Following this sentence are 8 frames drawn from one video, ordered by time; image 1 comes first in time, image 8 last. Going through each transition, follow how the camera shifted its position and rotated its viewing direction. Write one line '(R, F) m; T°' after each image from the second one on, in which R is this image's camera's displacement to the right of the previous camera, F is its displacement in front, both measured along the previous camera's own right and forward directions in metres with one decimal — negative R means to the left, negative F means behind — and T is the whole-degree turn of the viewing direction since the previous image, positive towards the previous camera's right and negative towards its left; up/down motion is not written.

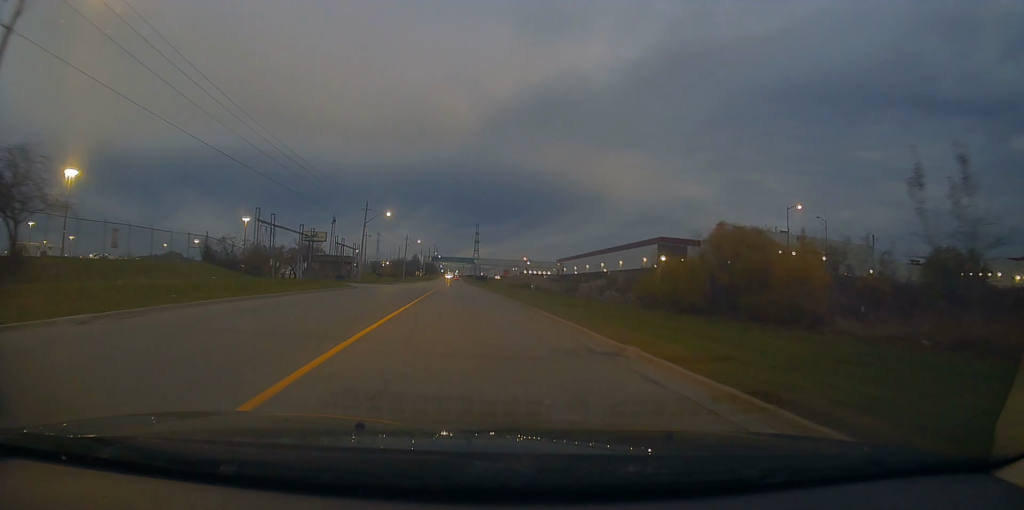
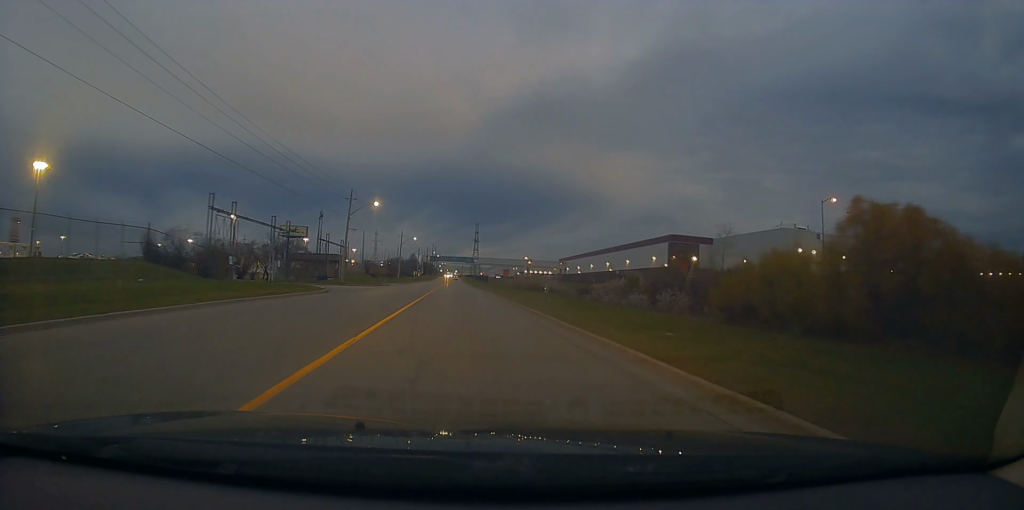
(0.0, +10.7) m; -1°
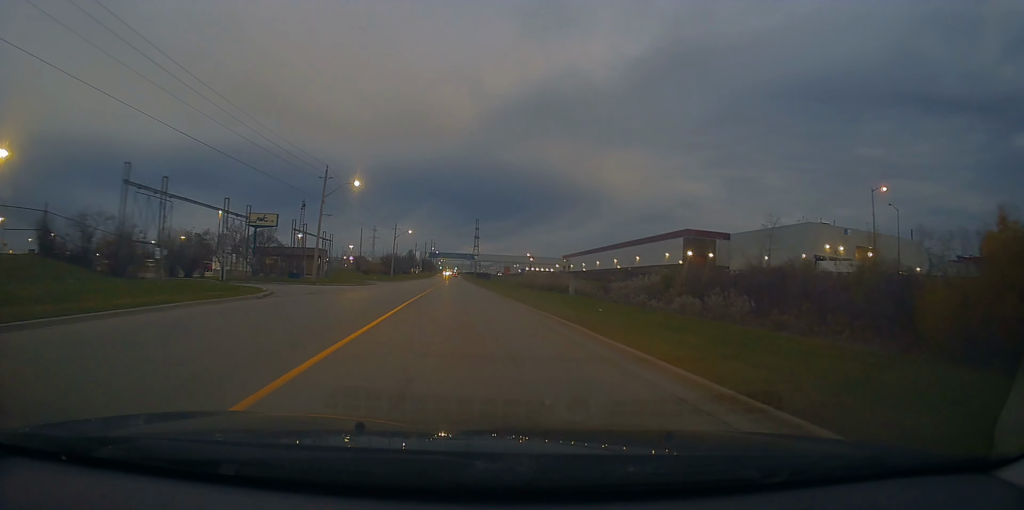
(-0.2, +12.4) m; 0°
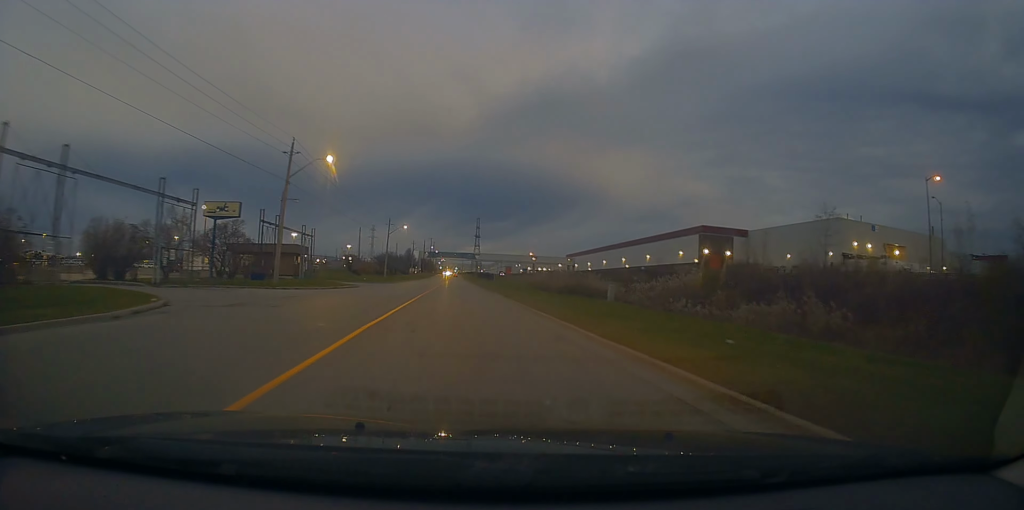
(-0.1, +11.0) m; 0°
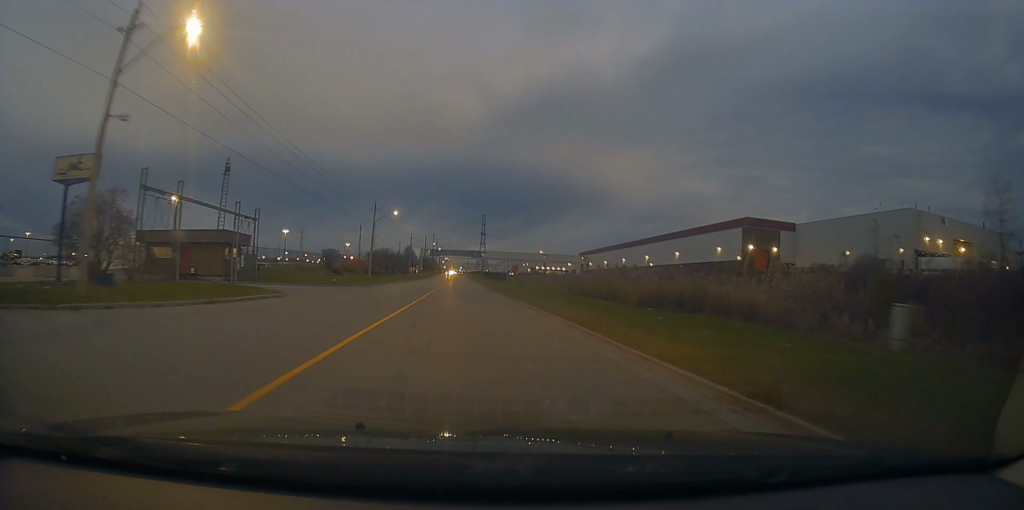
(+0.5, +22.5) m; +1°
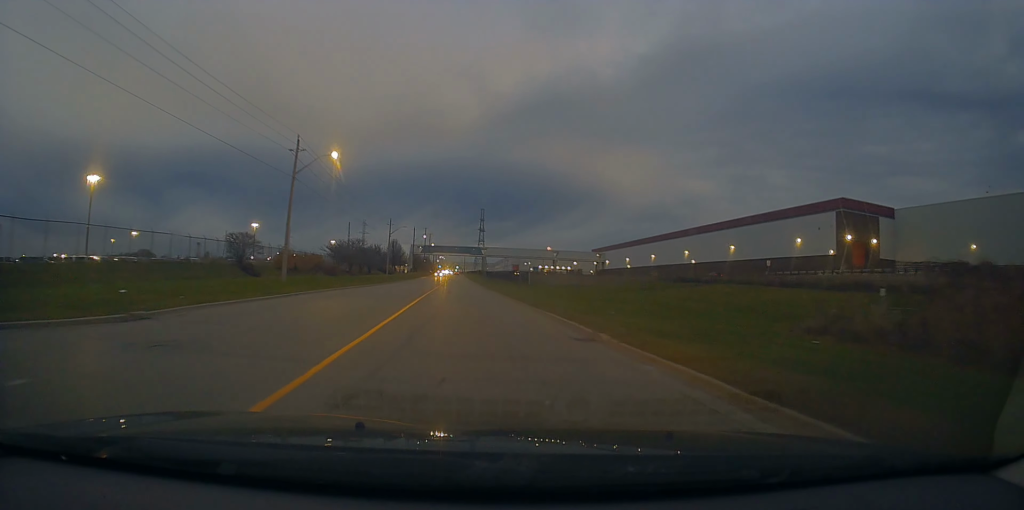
(-0.2, +37.6) m; 0°
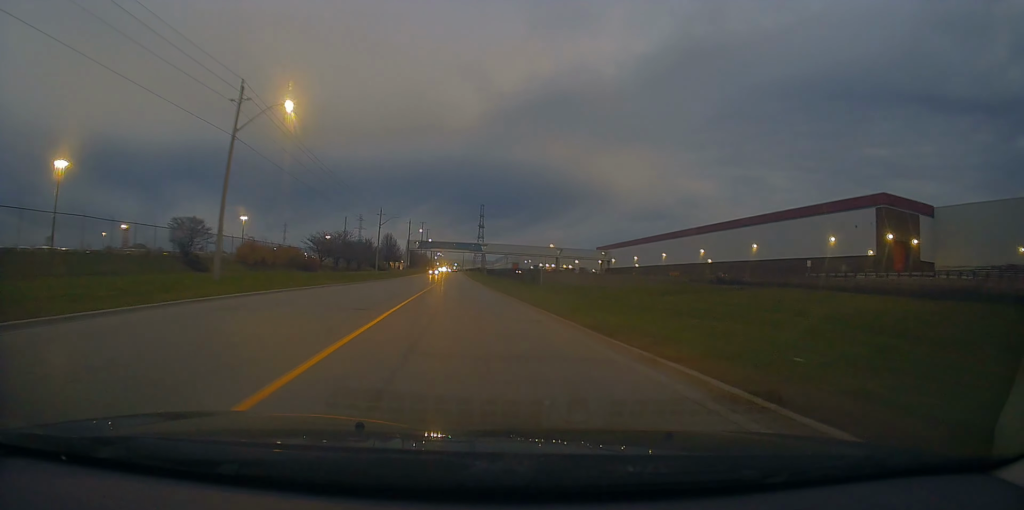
(-0.1, +11.4) m; 0°
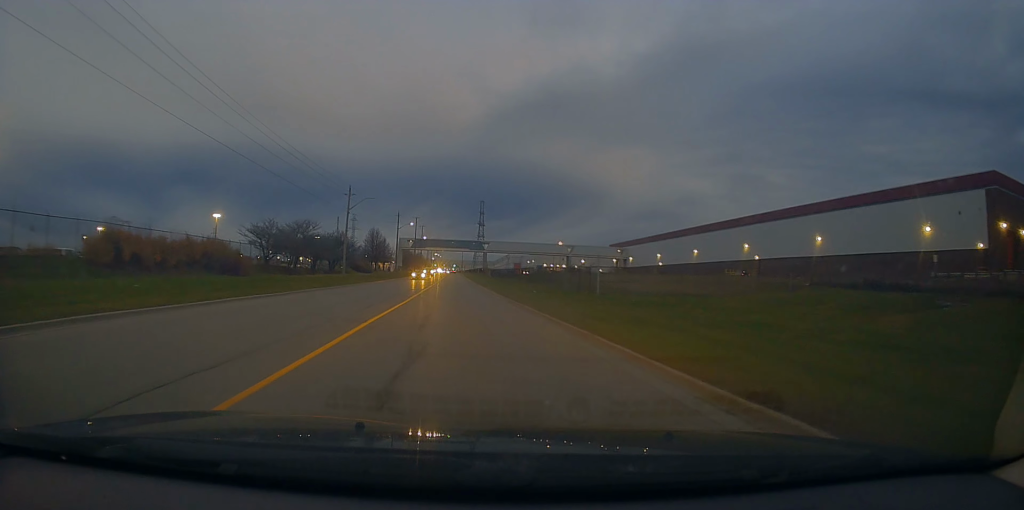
(+0.3, +24.4) m; 0°
